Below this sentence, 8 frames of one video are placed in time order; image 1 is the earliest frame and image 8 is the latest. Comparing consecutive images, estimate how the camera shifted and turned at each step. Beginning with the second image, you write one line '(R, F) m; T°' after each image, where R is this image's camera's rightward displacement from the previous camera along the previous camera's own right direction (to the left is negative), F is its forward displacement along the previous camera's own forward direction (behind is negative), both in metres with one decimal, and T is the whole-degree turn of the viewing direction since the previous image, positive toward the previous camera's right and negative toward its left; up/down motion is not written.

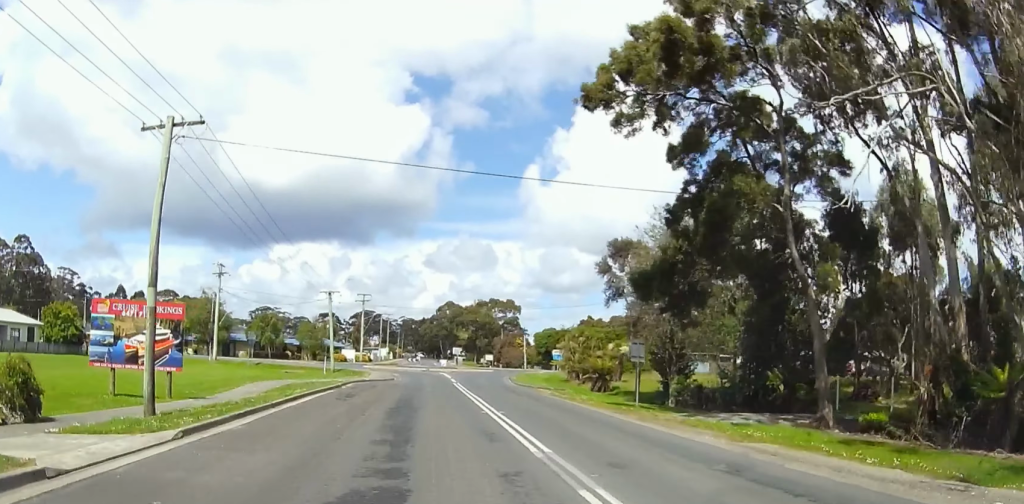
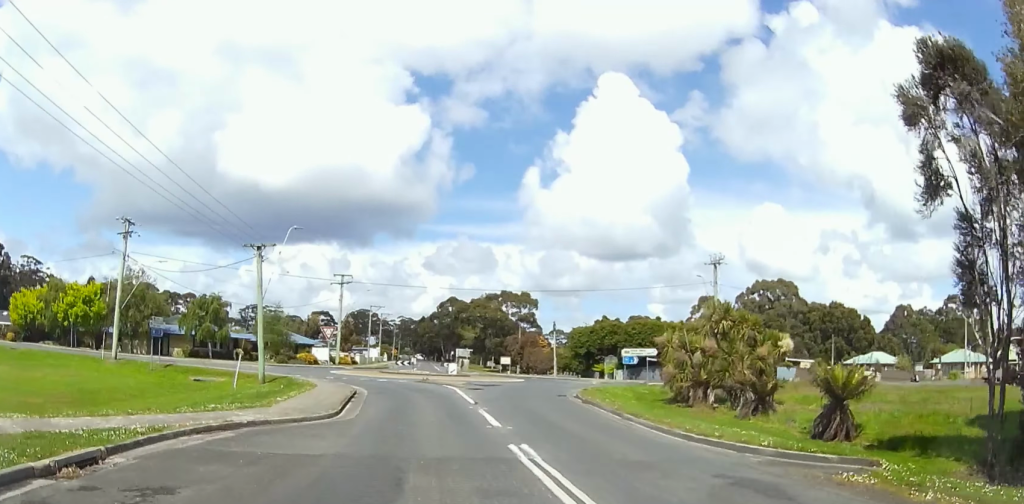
(0.0, +26.5) m; 0°
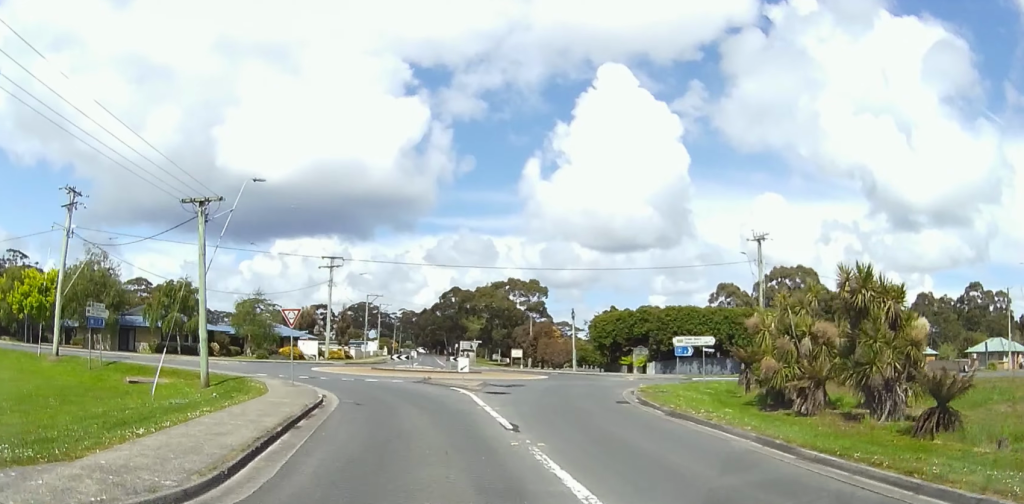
(0.0, +9.8) m; 0°
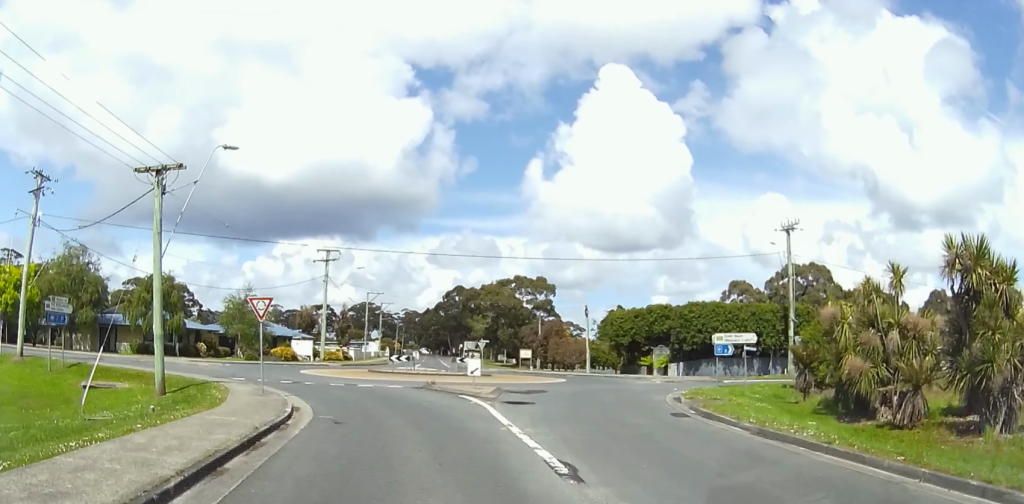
(0.0, +5.1) m; -1°
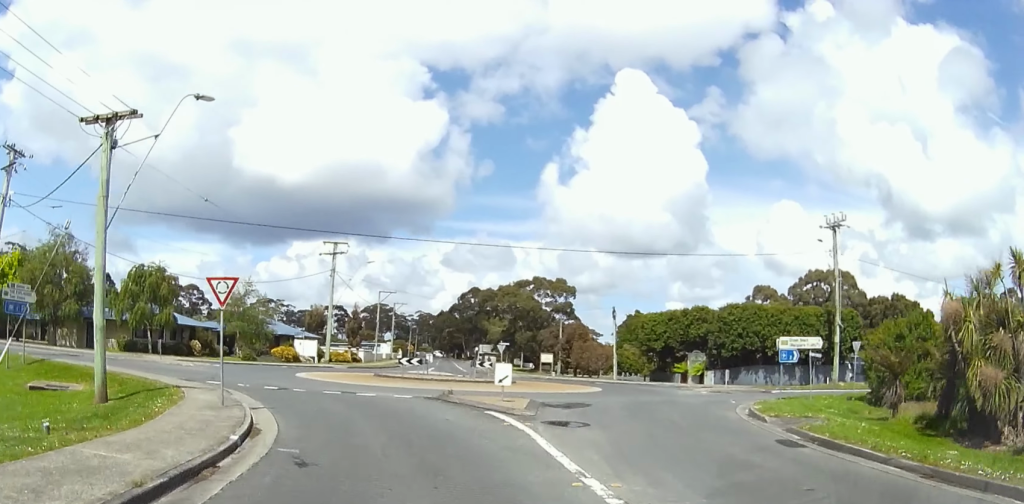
(+0.1, +5.7) m; -1°
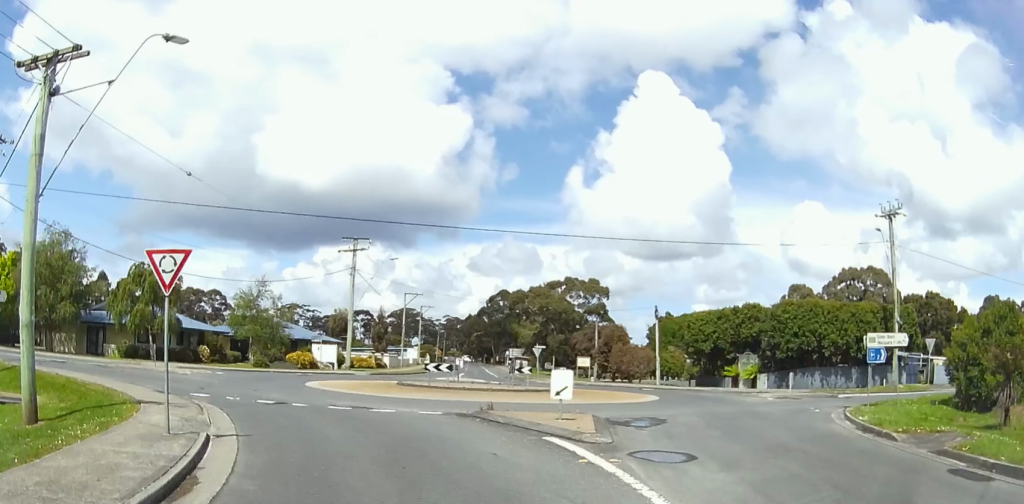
(-0.2, +4.7) m; -4°
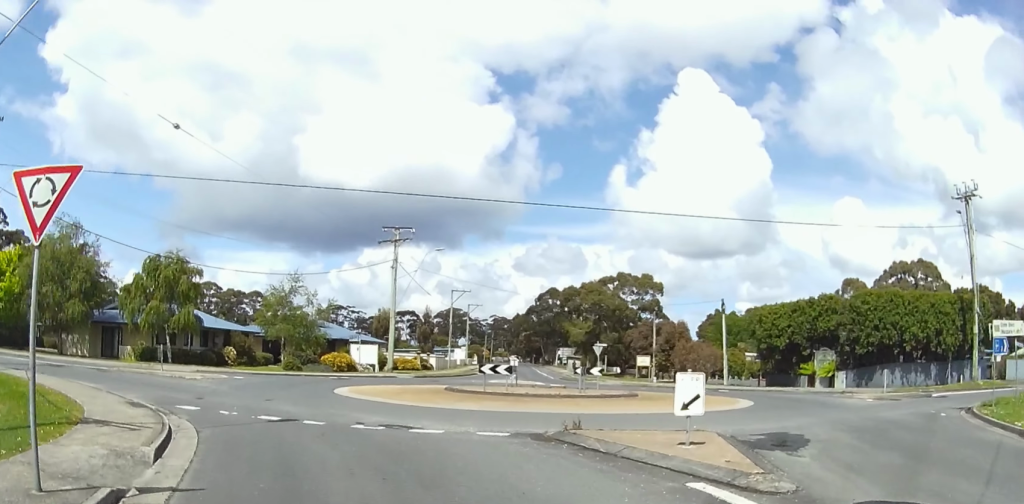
(-0.1, +5.5) m; -6°
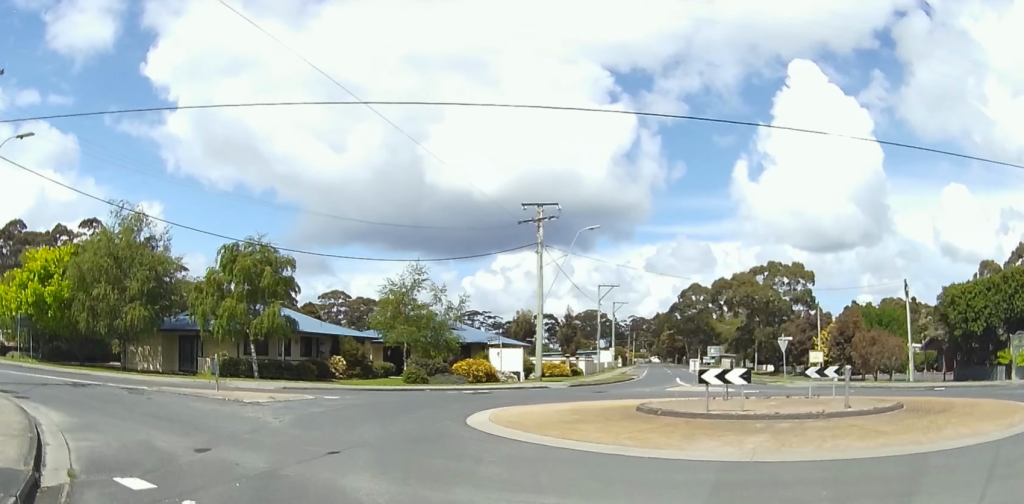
(-1.5, +9.3) m; -30°
